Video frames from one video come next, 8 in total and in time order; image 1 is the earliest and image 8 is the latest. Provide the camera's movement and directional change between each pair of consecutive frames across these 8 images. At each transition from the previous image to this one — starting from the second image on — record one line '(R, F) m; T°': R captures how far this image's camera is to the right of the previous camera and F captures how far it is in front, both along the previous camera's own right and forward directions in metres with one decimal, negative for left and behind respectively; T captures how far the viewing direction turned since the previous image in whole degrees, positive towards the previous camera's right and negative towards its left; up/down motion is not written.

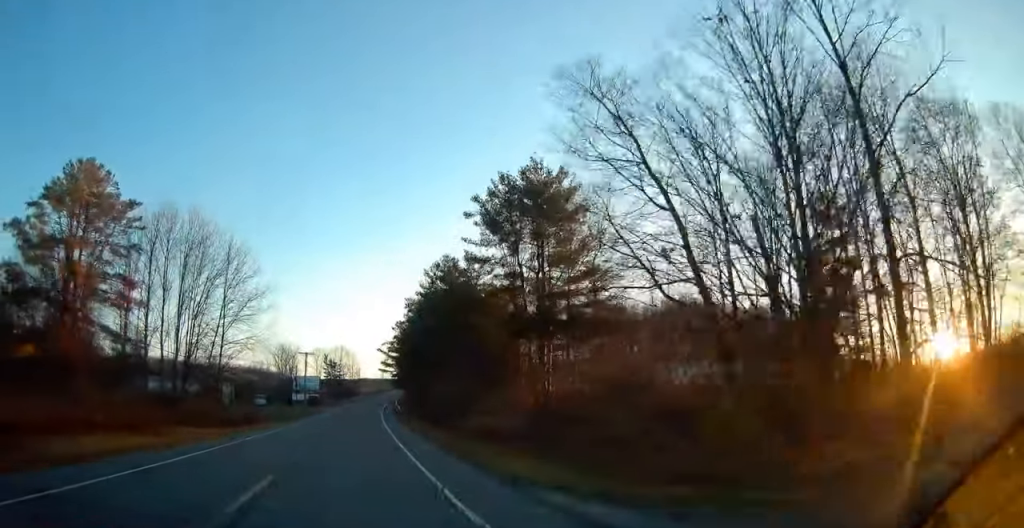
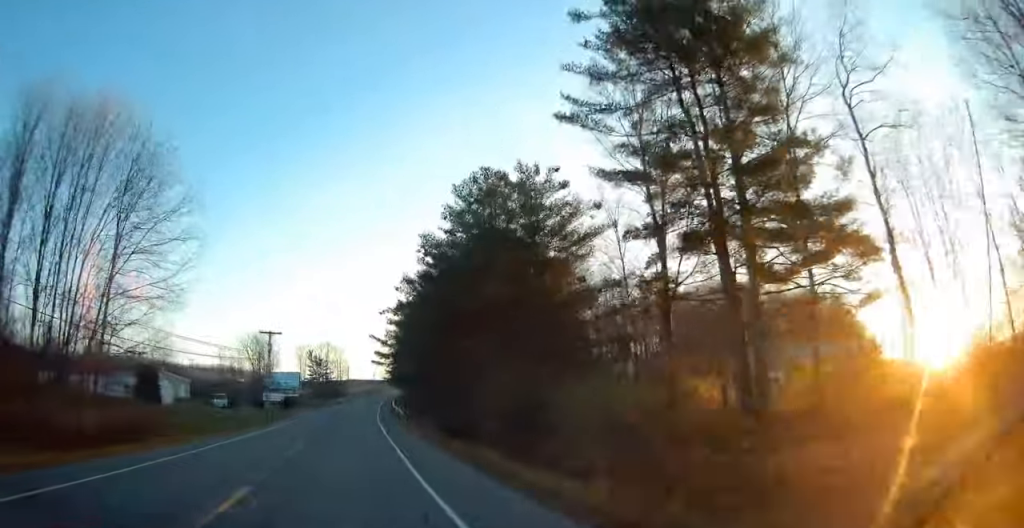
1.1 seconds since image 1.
(+0.5, +25.7) m; +1°
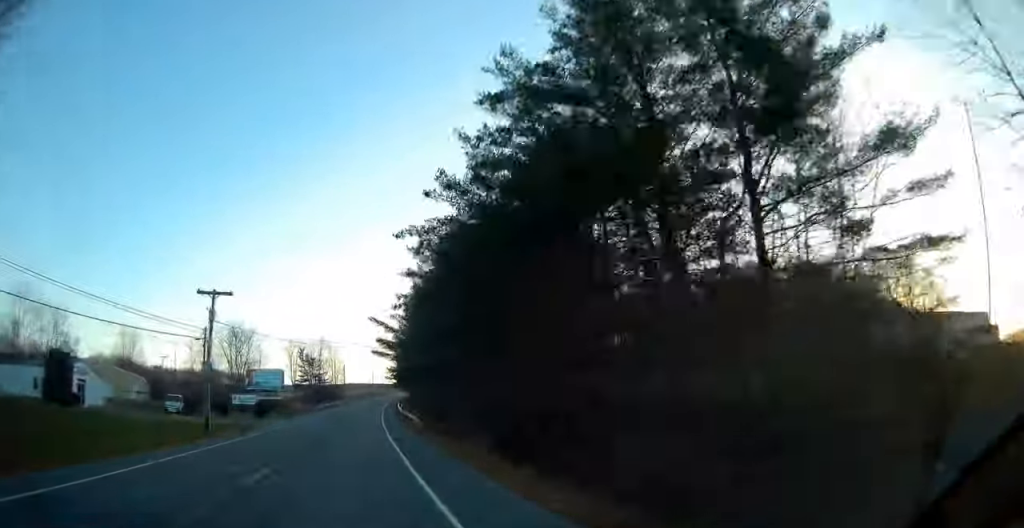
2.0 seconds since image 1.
(-0.1, +22.3) m; +1°
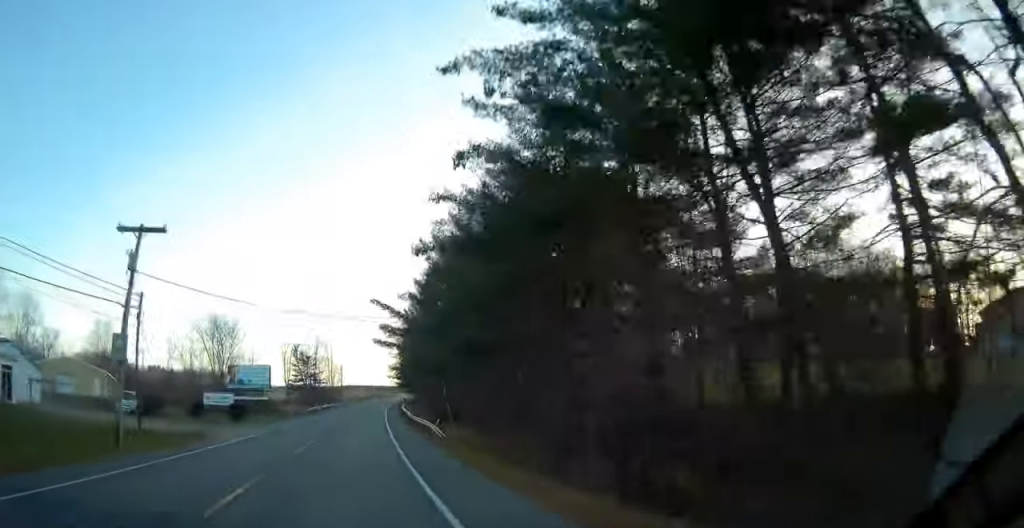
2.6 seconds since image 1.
(+0.3, +13.5) m; +1°
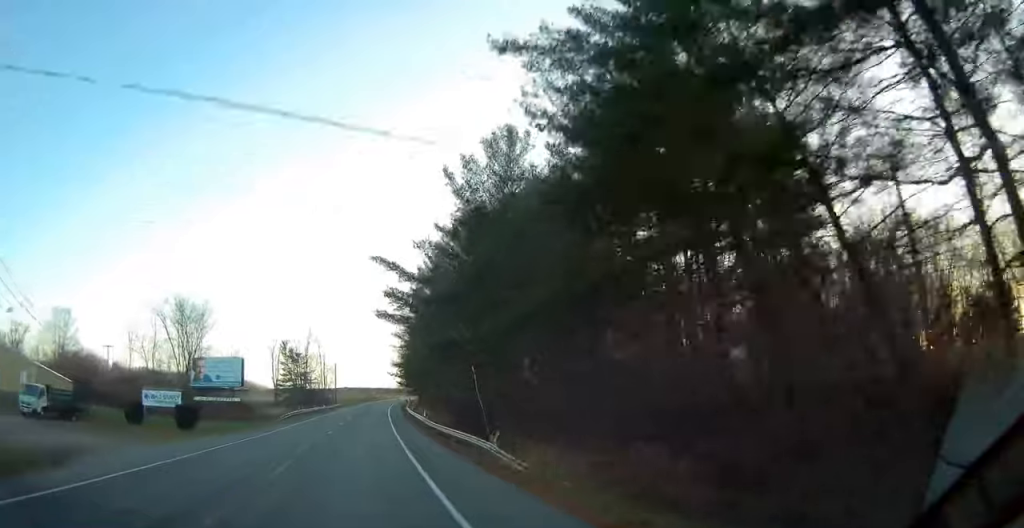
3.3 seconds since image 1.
(+0.2, +17.5) m; 0°
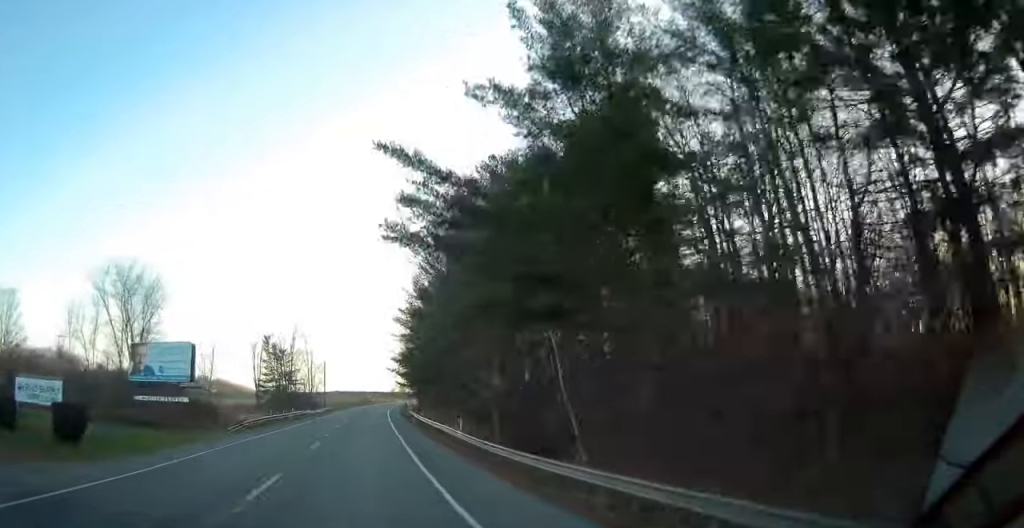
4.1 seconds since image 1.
(0.0, +18.3) m; 0°
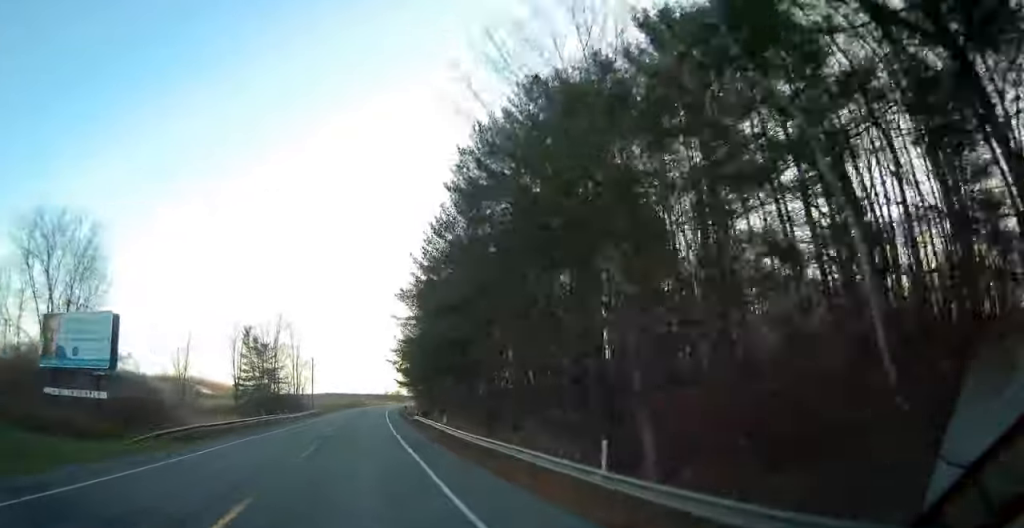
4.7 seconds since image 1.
(0.0, +15.9) m; 0°
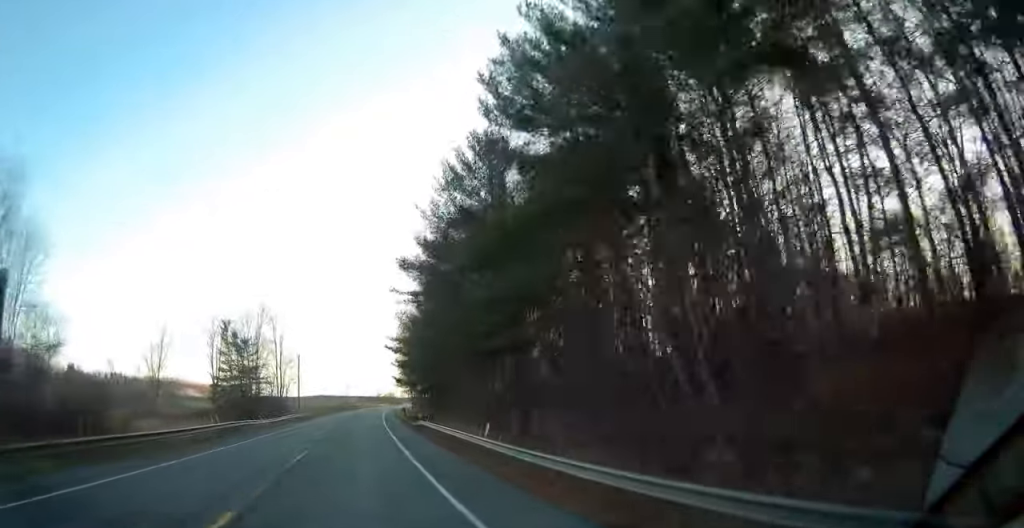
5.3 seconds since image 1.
(0.0, +12.7) m; +1°
